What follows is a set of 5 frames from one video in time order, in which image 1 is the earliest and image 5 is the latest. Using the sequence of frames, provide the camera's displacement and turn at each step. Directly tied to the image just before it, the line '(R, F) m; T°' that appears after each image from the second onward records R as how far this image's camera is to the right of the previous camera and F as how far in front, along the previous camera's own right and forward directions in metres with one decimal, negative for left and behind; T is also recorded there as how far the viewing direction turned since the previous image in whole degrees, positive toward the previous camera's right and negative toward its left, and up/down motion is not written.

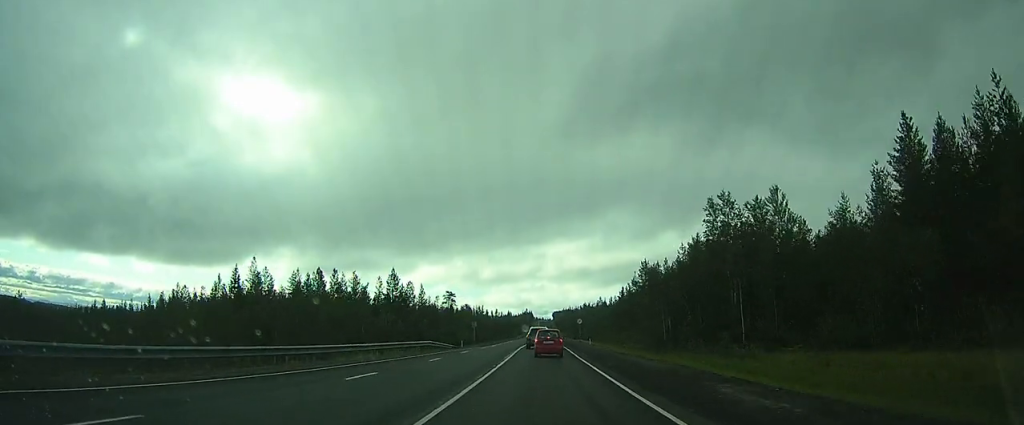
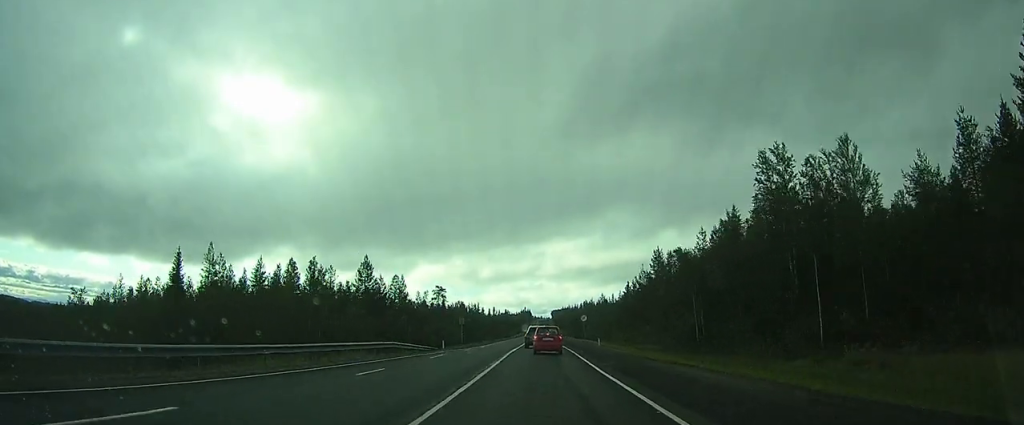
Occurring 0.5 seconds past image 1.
(0.0, +10.7) m; 0°
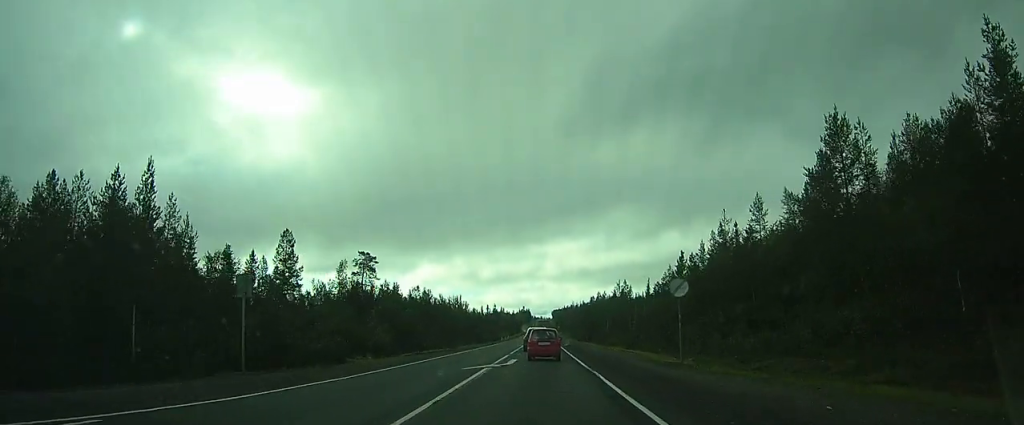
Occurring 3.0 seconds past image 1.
(-0.7, +49.4) m; -2°
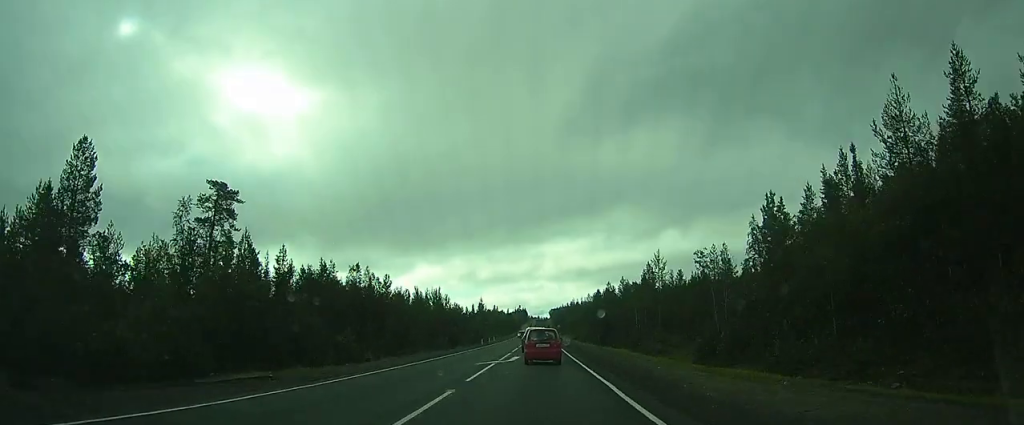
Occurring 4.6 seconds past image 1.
(-0.1, +32.7) m; -1°
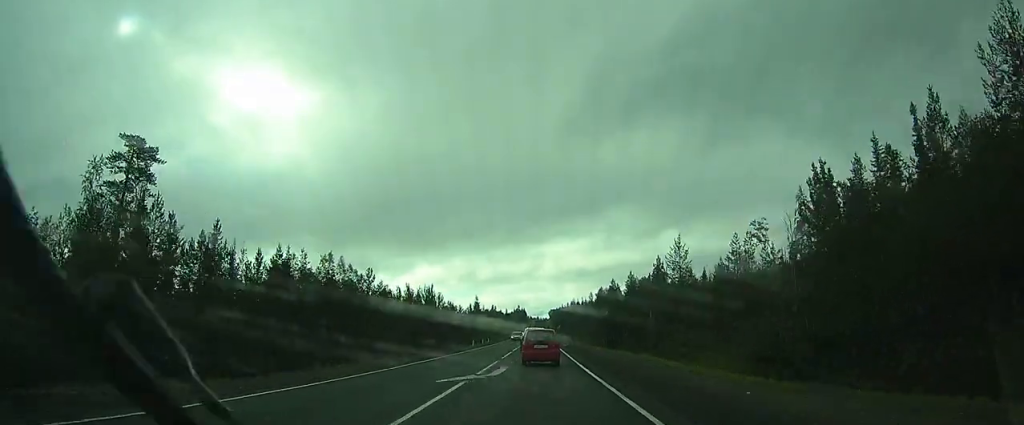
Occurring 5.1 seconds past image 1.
(0.0, +9.3) m; 0°
